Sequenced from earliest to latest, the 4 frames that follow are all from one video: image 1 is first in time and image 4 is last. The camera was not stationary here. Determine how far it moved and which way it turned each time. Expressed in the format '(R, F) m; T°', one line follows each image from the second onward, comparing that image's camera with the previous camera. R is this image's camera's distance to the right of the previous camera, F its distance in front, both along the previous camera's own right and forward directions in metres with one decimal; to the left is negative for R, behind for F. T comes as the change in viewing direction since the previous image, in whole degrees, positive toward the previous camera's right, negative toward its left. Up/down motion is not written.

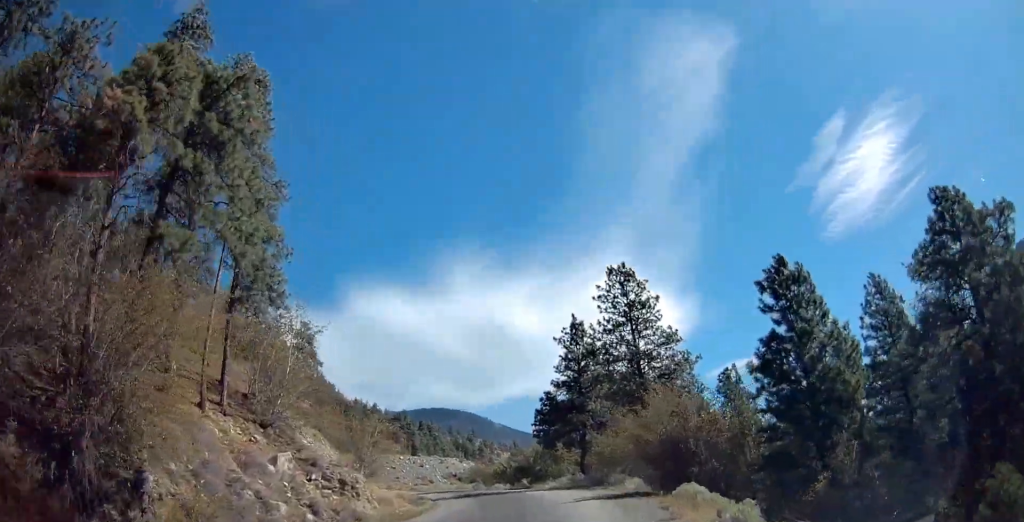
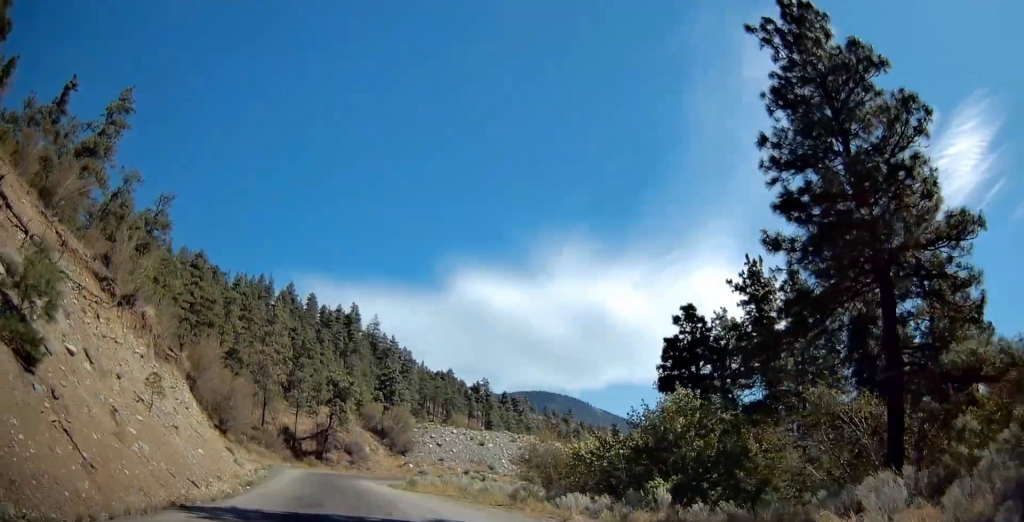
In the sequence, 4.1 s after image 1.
(+6.3, +41.6) m; +2°
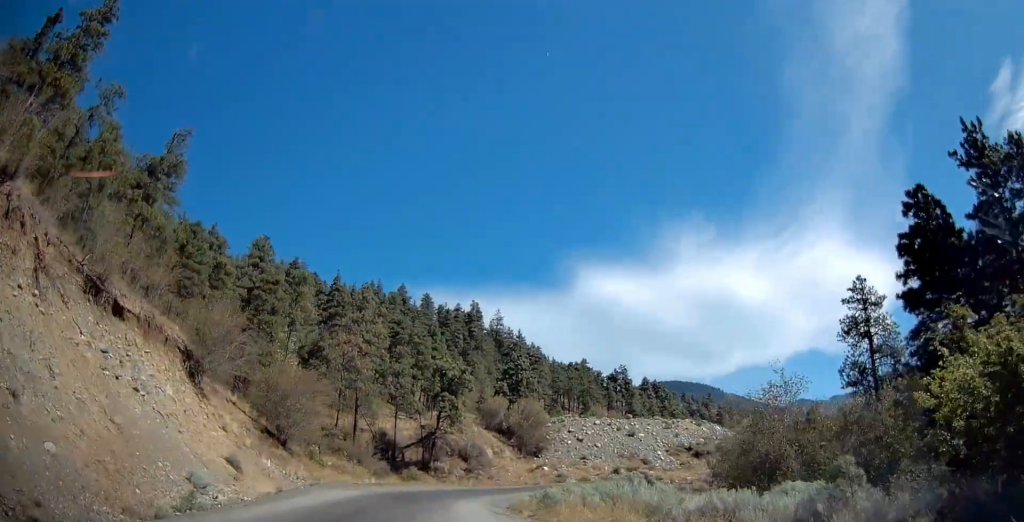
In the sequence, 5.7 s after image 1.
(-2.4, +16.8) m; -17°
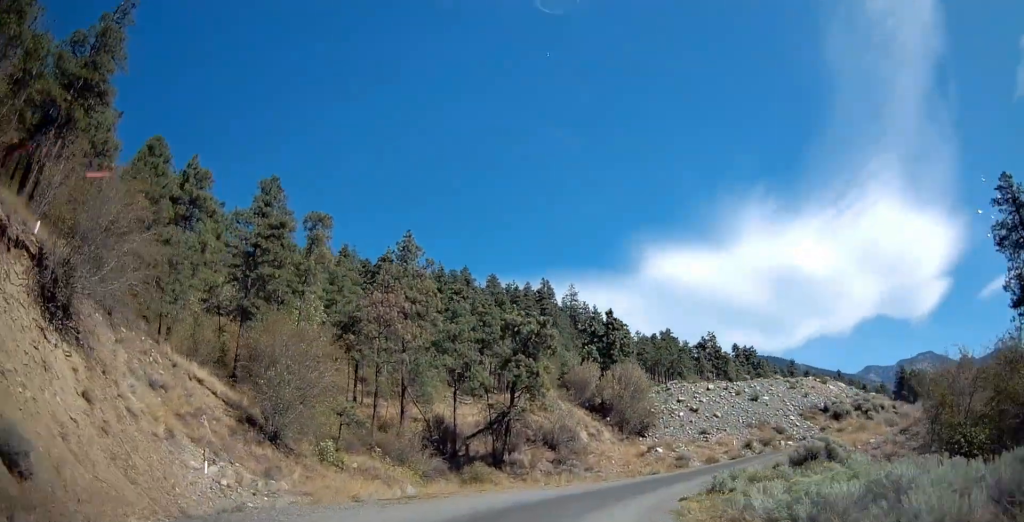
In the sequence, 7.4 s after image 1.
(-1.8, +16.7) m; -12°
